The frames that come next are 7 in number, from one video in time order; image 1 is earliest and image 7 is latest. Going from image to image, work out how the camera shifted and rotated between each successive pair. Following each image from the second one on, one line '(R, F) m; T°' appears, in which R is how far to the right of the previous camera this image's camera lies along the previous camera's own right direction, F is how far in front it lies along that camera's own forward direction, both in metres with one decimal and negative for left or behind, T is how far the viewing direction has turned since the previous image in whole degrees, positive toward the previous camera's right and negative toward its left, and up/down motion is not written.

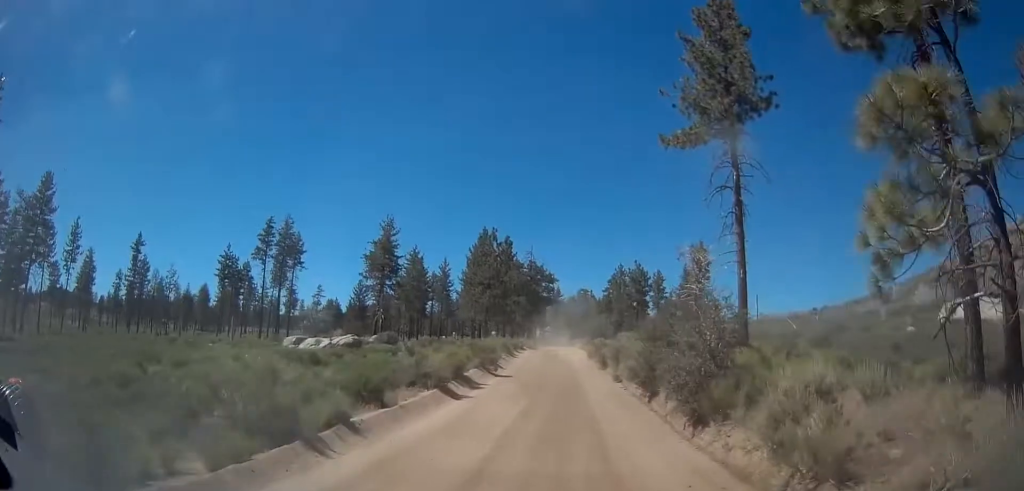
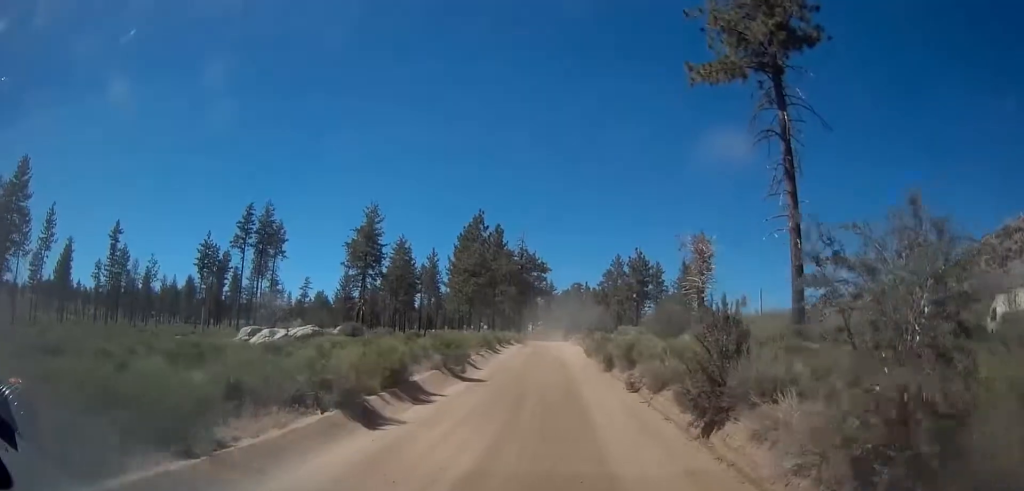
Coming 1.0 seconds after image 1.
(+0.8, +7.7) m; +6°
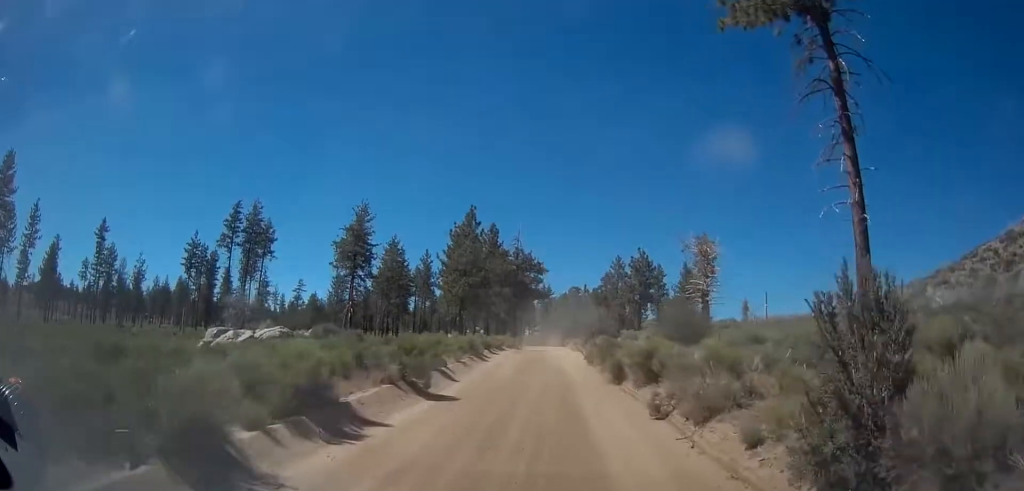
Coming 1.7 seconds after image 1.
(0.0, +5.2) m; -4°
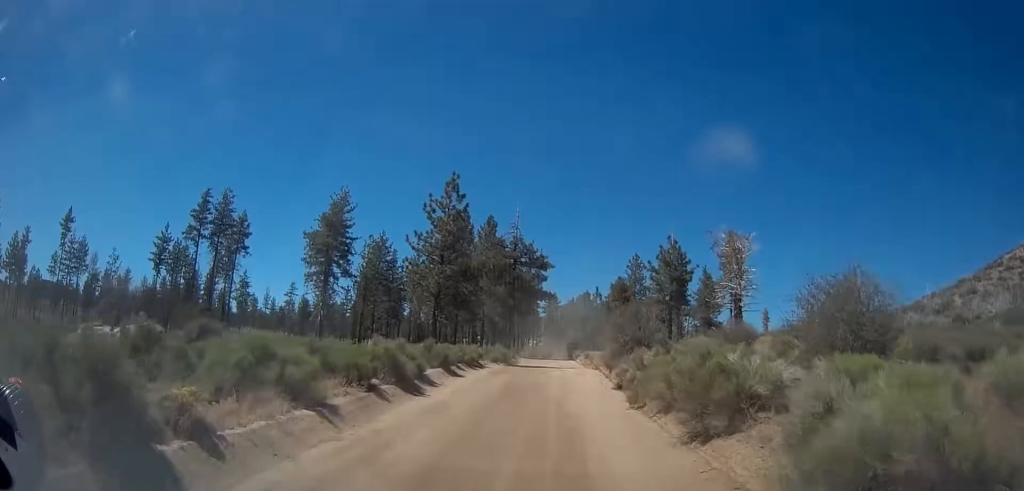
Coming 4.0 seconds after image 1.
(-0.4, +16.4) m; +3°
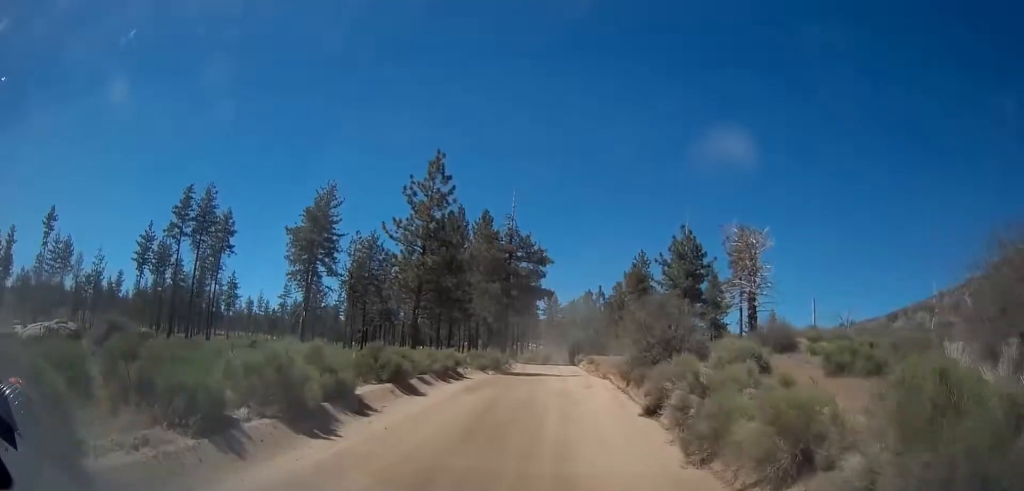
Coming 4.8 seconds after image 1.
(+0.1, +6.5) m; 0°
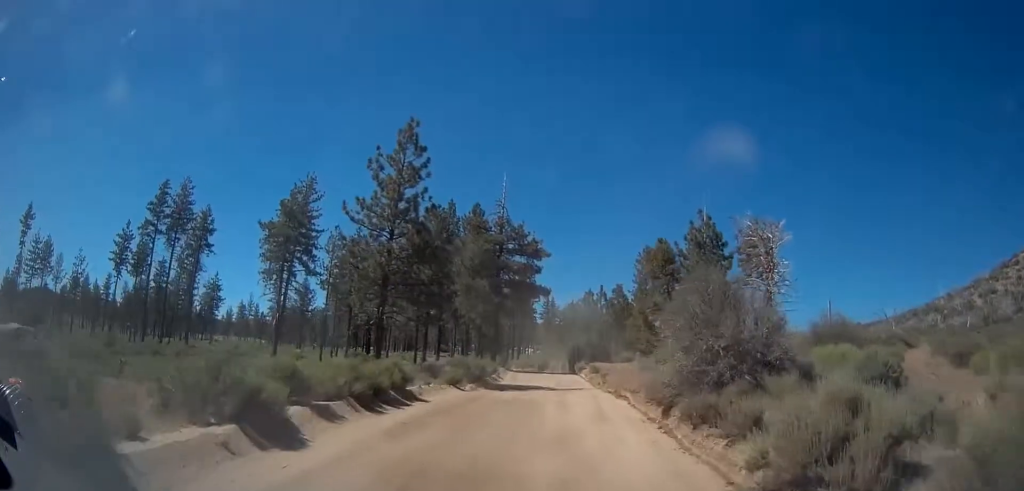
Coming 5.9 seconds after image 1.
(0.0, +8.0) m; -5°
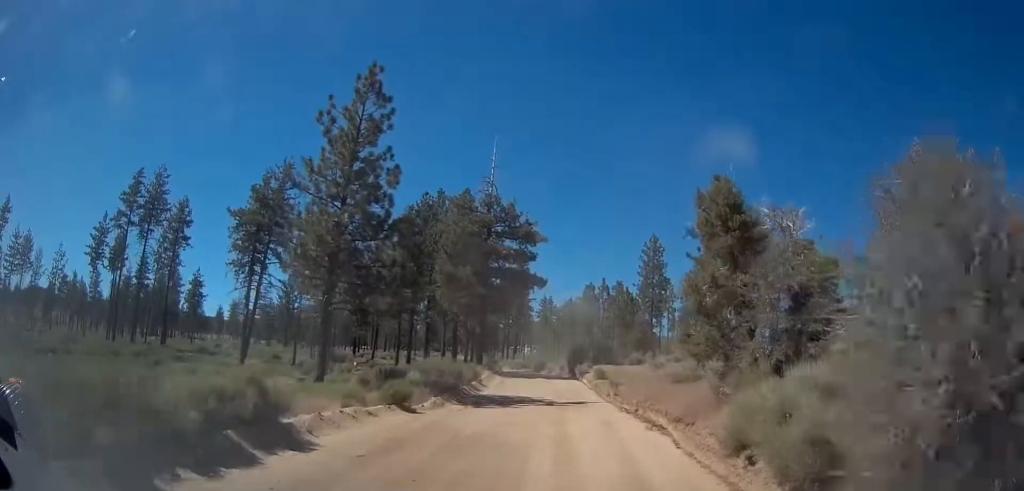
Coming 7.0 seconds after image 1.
(-0.6, +8.1) m; -1°
